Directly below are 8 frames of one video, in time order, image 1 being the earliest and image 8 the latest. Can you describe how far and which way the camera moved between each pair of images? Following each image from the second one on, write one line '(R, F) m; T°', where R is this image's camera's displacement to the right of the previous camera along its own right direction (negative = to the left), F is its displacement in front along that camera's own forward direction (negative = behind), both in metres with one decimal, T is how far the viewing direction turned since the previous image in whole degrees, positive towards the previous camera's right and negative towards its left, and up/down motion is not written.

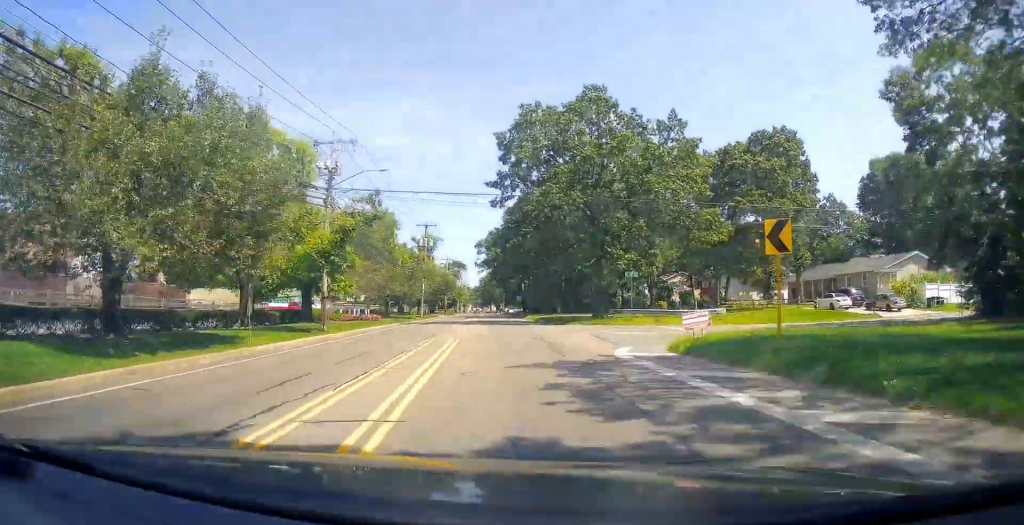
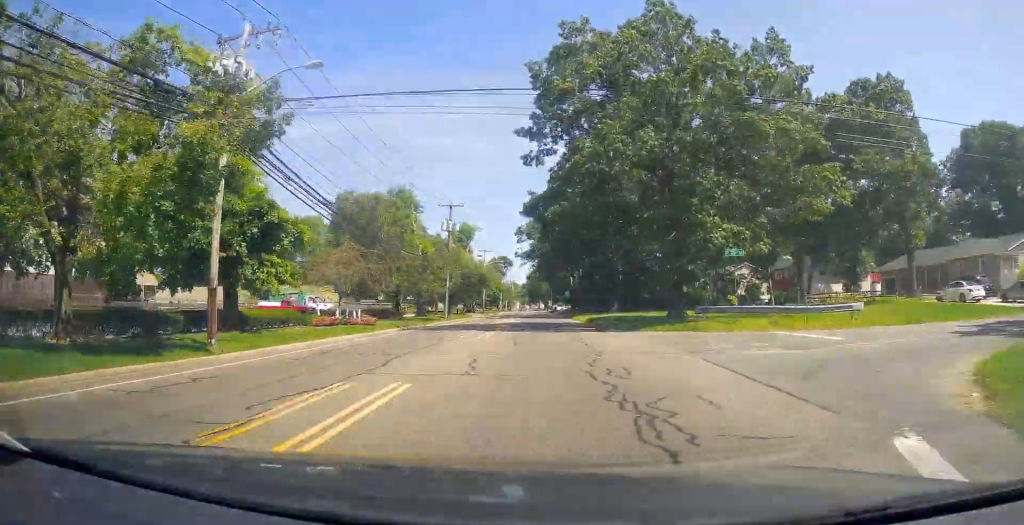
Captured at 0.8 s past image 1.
(0.0, +13.3) m; -1°
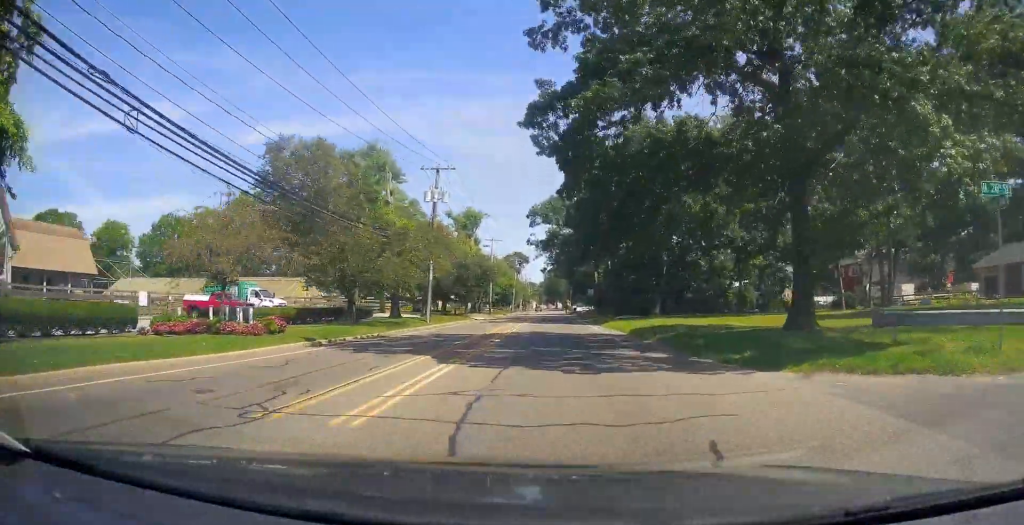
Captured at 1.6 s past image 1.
(+0.2, +14.4) m; -6°
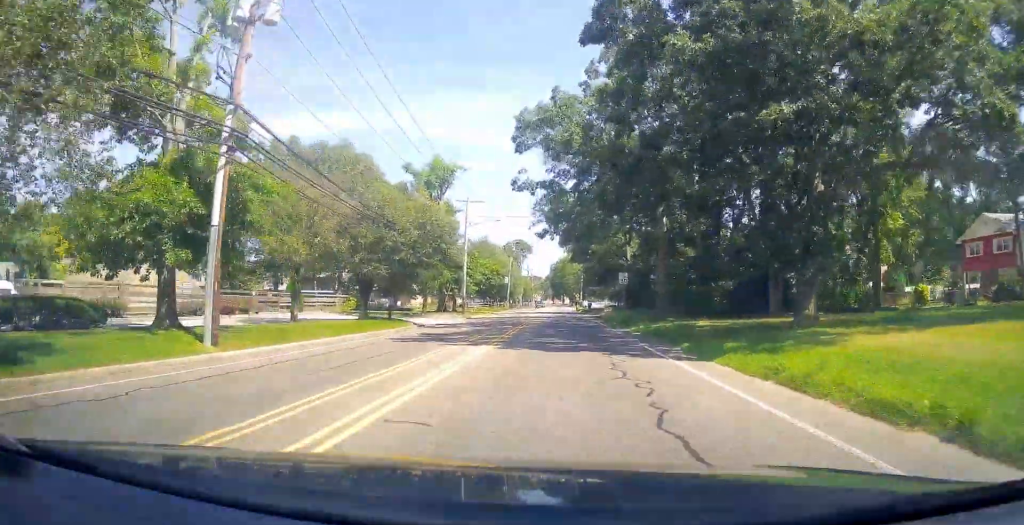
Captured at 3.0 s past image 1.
(-2.5, +25.1) m; -6°
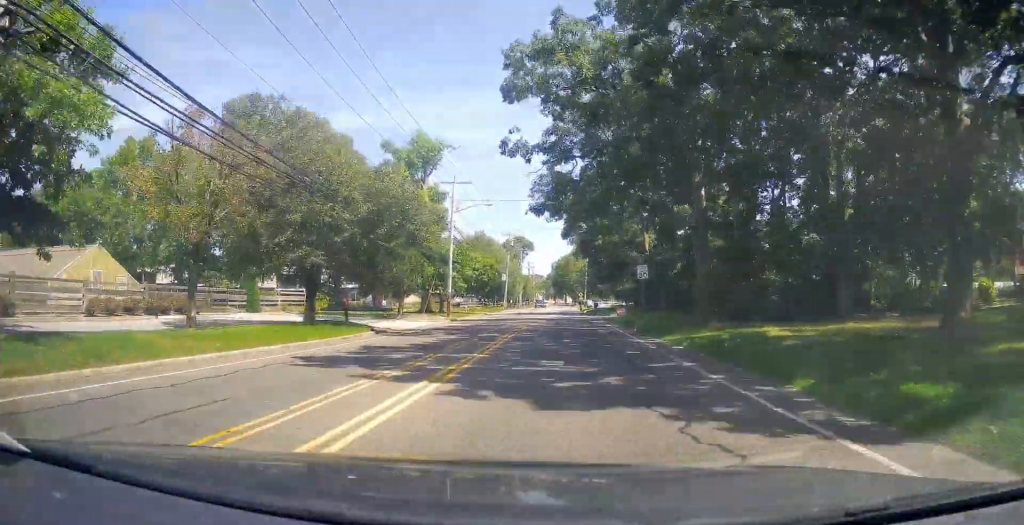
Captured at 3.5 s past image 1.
(+0.2, +7.7) m; 0°
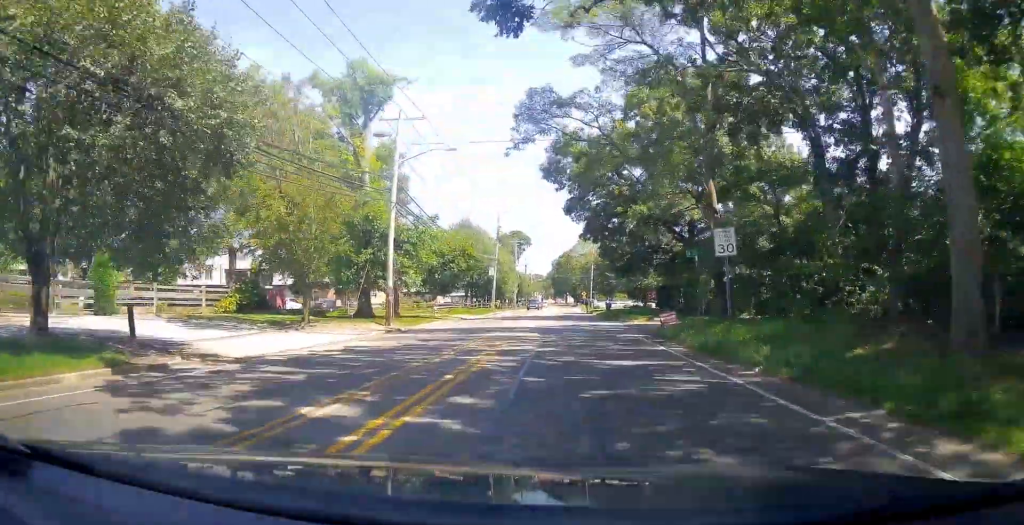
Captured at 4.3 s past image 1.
(-0.4, +15.5) m; -2°
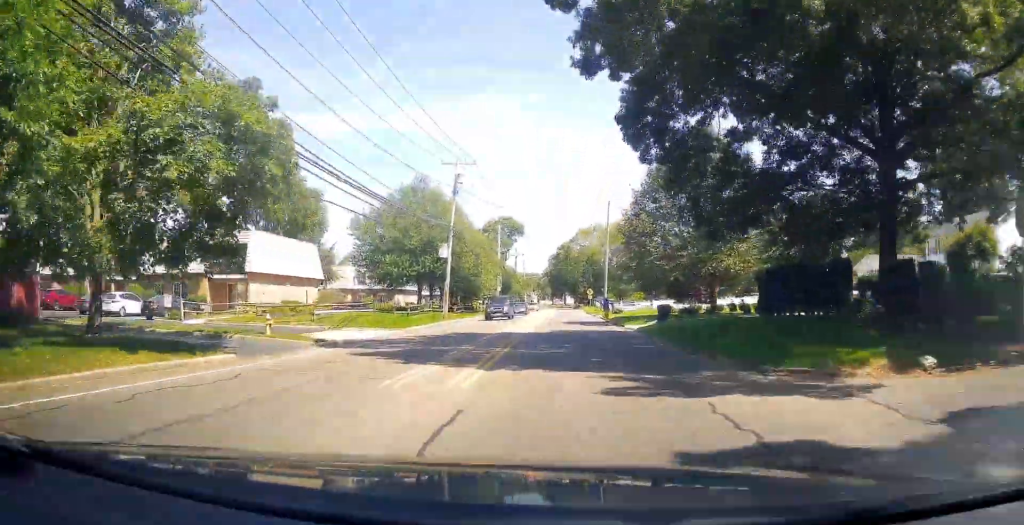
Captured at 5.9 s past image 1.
(-0.3, +27.4) m; -1°
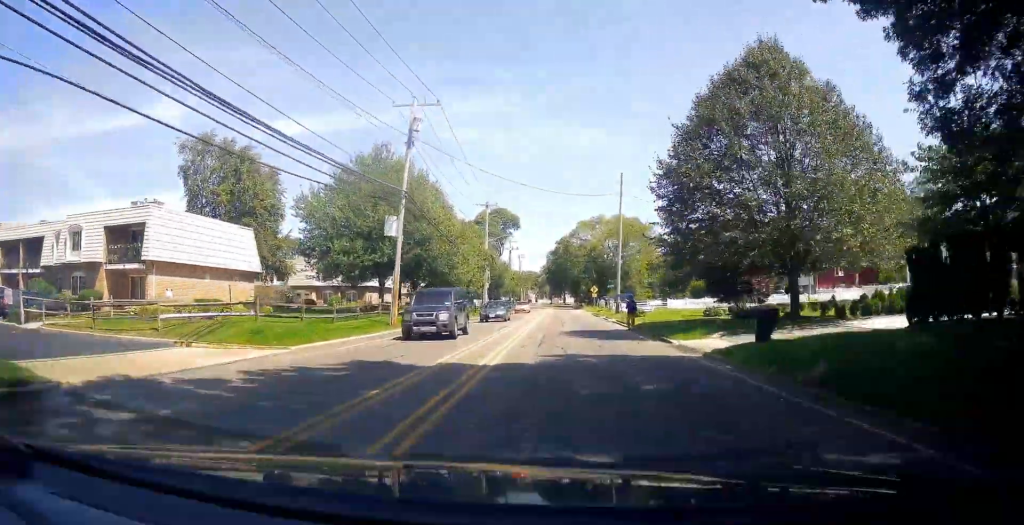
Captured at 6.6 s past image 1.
(0.0, +13.0) m; 0°
